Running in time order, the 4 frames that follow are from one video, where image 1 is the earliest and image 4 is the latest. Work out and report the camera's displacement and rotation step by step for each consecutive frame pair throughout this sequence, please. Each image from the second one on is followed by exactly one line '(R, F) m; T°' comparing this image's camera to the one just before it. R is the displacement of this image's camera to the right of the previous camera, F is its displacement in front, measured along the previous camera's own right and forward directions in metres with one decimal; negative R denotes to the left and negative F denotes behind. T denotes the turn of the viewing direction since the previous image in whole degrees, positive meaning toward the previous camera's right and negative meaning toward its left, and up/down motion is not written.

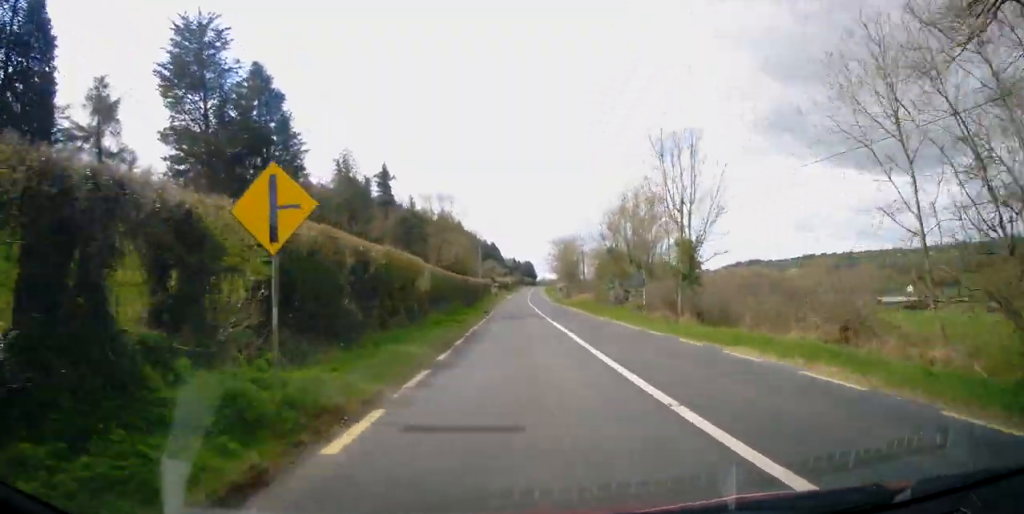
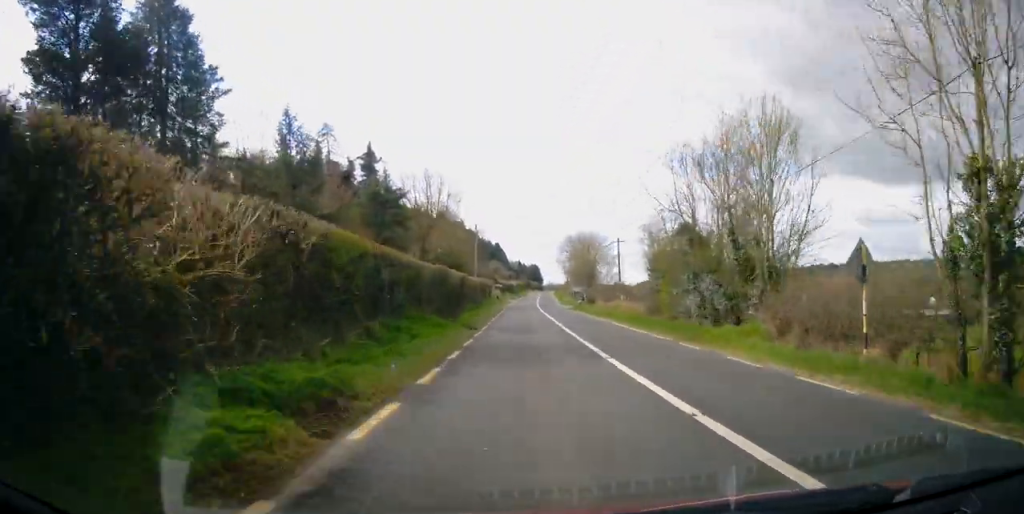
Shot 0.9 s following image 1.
(+0.3, +19.0) m; 0°
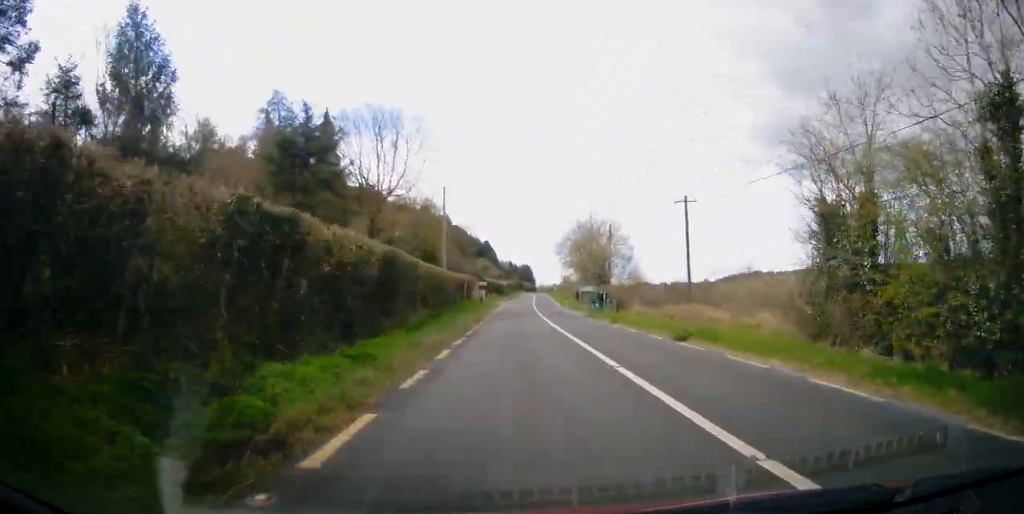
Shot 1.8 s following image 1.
(-0.1, +20.5) m; -1°
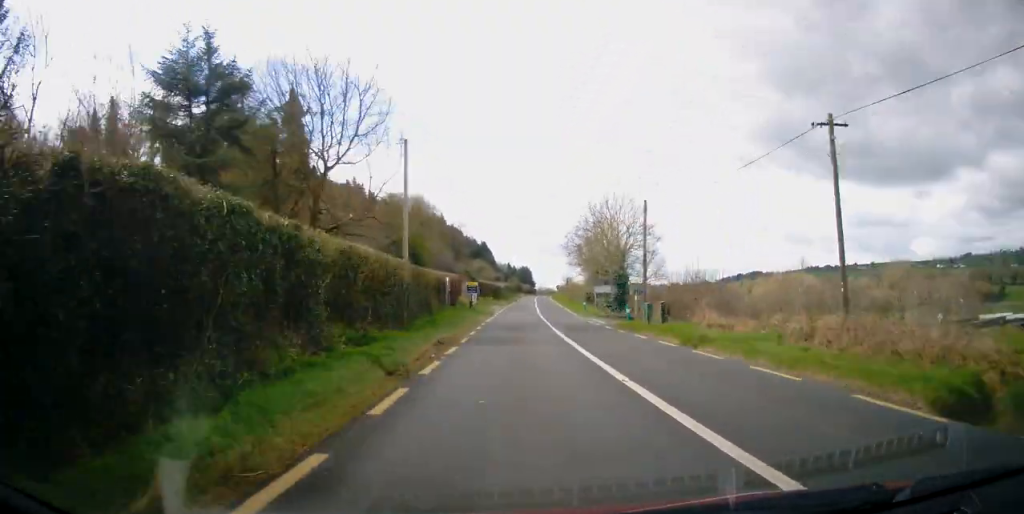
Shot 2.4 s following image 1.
(-0.4, +13.2) m; 0°
